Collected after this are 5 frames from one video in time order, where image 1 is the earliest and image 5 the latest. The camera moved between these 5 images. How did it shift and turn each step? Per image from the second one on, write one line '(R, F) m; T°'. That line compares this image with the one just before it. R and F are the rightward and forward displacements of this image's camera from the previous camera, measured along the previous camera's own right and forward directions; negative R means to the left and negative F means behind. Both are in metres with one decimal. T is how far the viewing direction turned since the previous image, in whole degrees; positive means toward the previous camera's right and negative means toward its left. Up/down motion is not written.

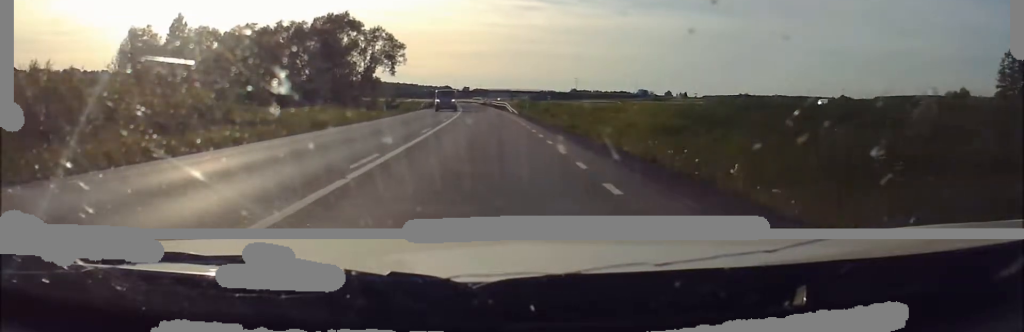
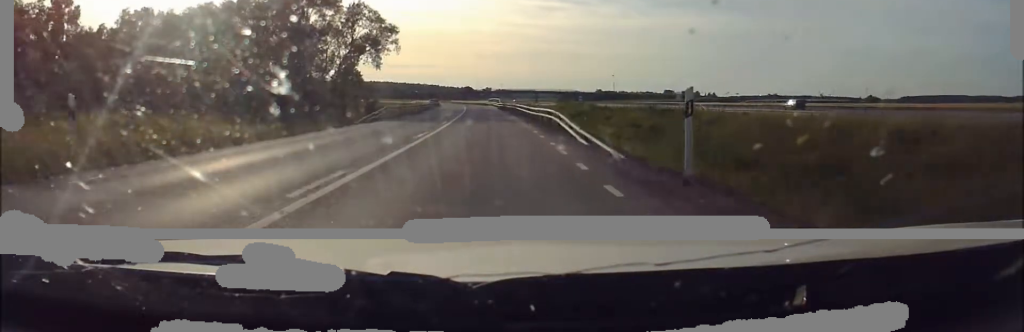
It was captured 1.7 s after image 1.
(-0.2, +39.0) m; -1°
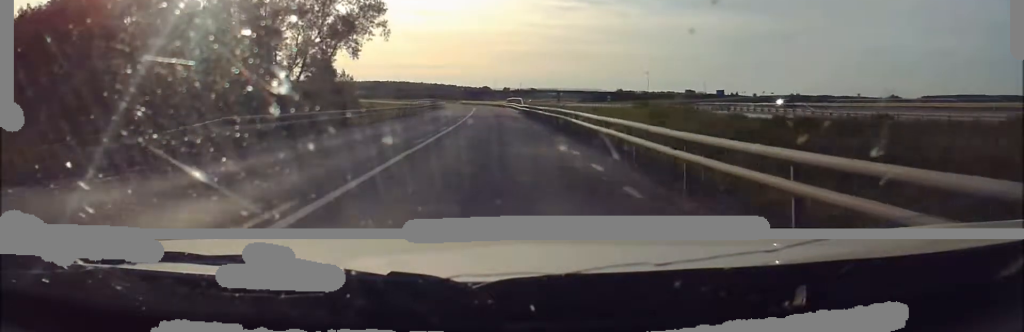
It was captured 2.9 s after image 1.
(-0.4, +27.1) m; -1°
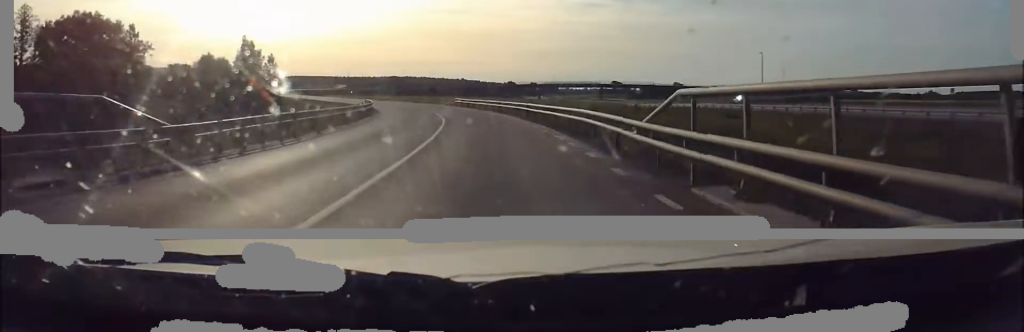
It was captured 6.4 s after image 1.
(-0.6, +78.7) m; -3°
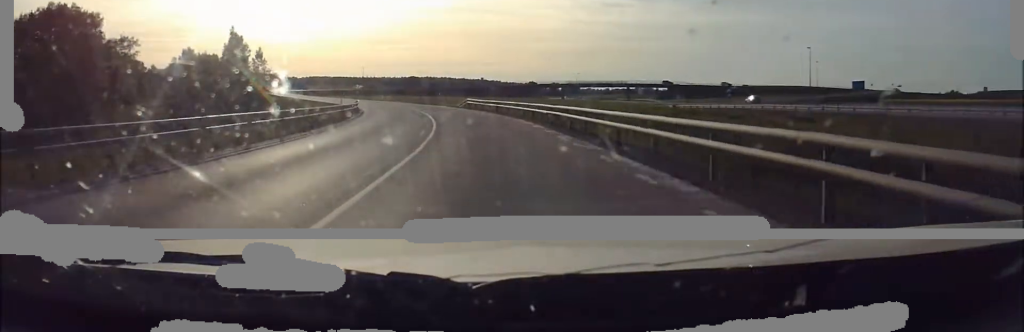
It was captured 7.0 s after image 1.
(-0.3, +13.5) m; -2°
